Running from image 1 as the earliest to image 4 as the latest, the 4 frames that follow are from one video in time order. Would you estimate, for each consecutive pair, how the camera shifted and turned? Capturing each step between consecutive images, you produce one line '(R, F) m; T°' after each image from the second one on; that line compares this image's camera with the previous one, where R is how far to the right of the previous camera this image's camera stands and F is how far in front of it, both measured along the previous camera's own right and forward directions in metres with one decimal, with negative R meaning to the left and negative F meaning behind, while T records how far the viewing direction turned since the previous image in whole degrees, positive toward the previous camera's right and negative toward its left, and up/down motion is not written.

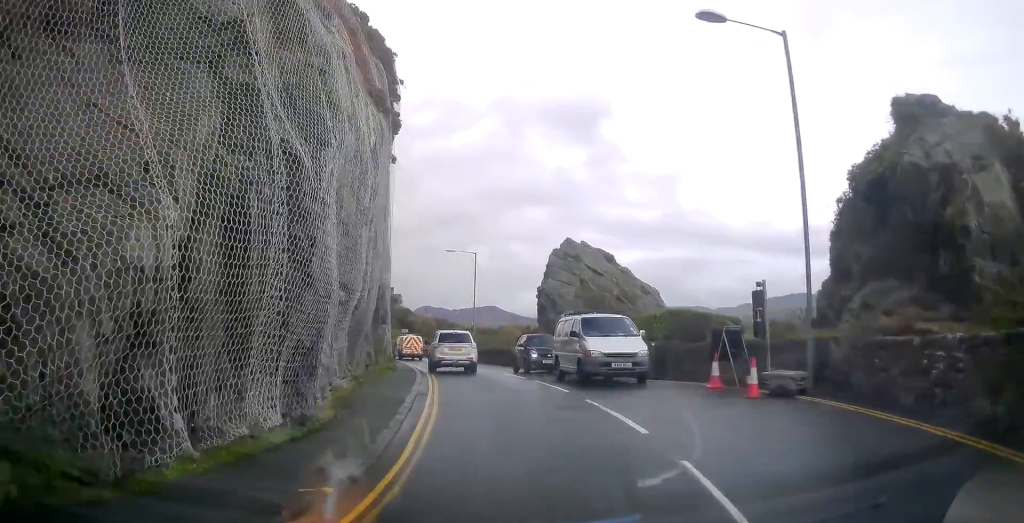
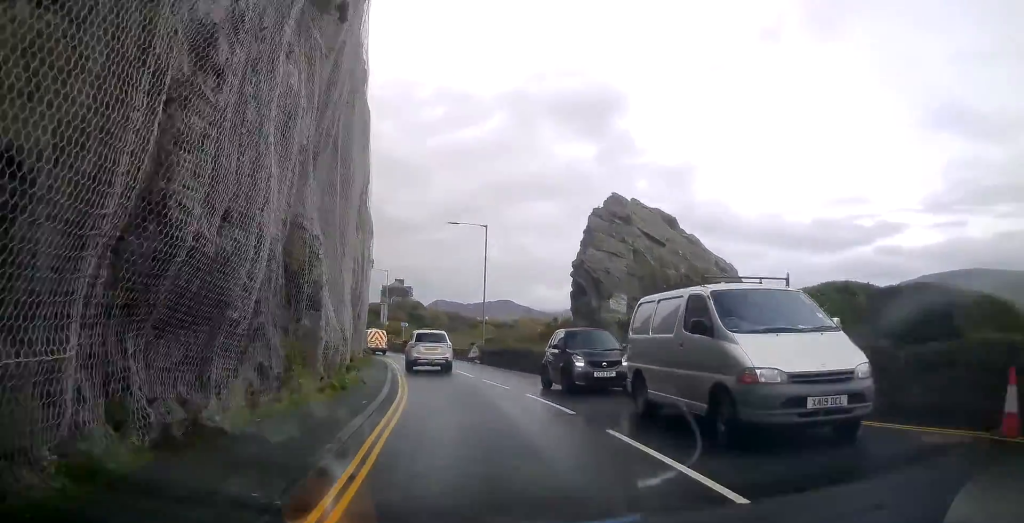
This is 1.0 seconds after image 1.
(0.0, +9.8) m; -1°
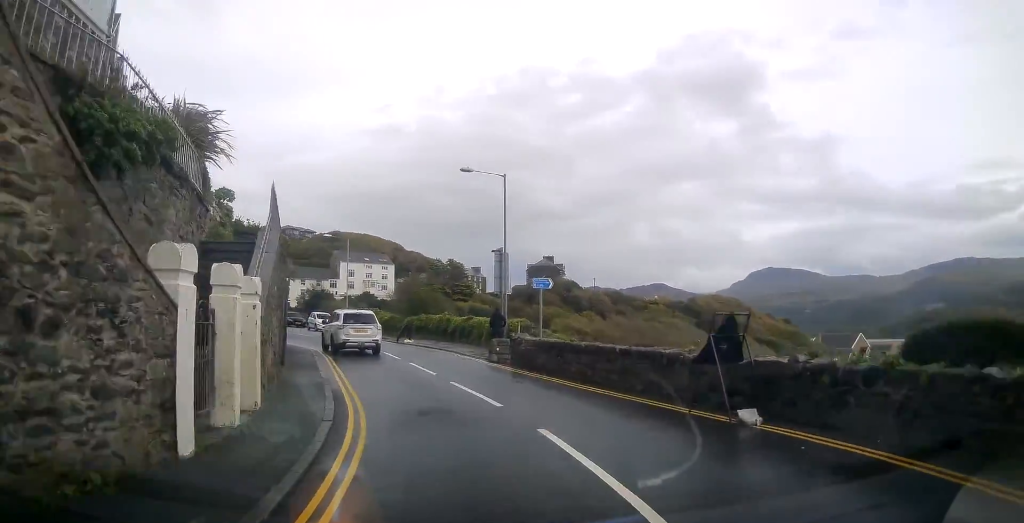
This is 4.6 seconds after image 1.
(-4.3, +35.9) m; -16°
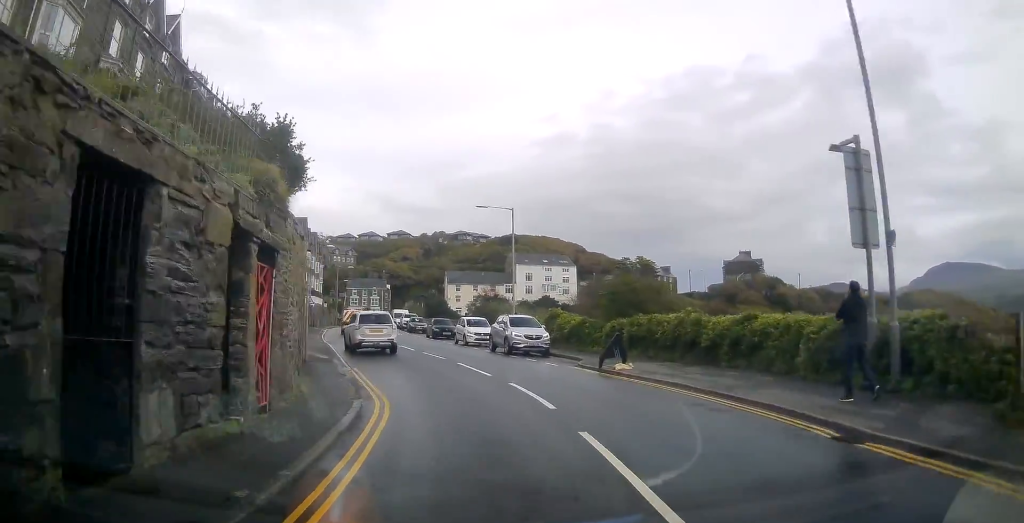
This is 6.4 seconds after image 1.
(-2.1, +17.6) m; -16°
